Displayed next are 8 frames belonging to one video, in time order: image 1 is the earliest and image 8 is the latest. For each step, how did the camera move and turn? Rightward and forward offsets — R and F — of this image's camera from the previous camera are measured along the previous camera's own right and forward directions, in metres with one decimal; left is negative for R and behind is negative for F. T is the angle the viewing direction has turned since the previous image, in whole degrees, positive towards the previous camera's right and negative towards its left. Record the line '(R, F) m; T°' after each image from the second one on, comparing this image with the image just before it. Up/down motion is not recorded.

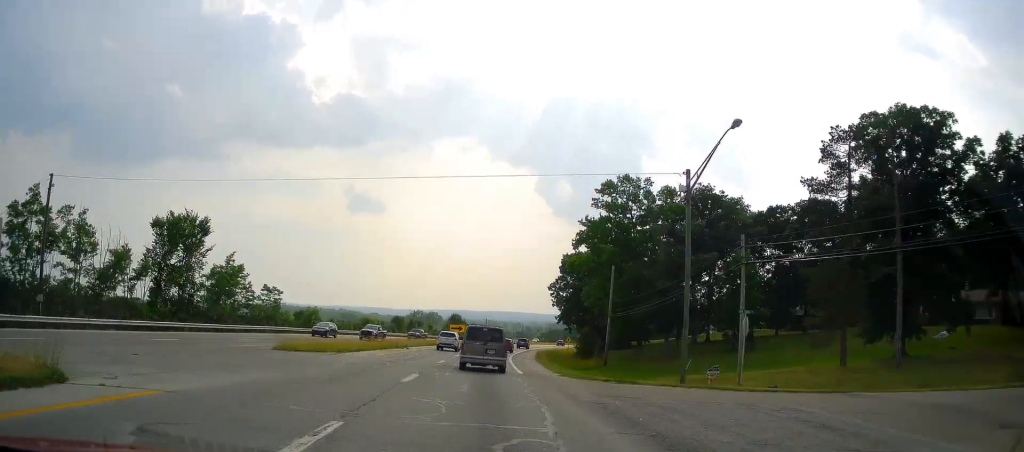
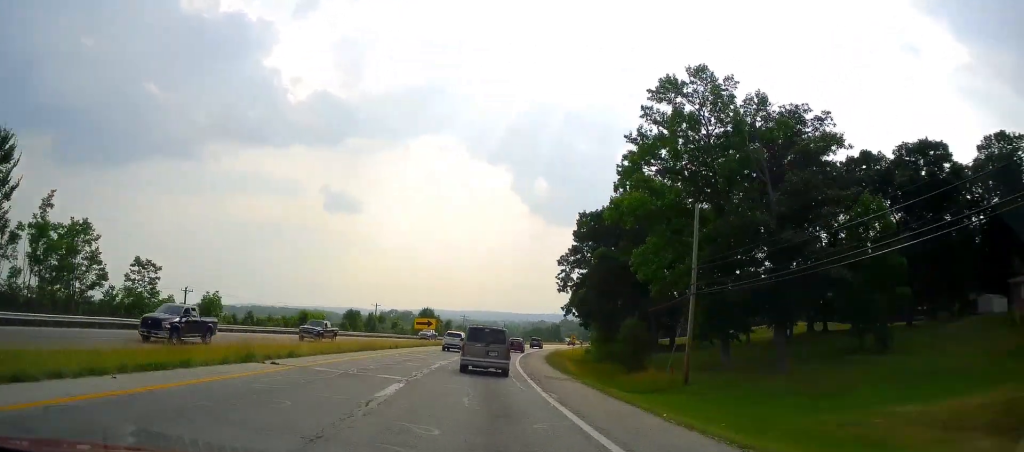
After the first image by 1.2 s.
(+0.9, +28.7) m; +2°
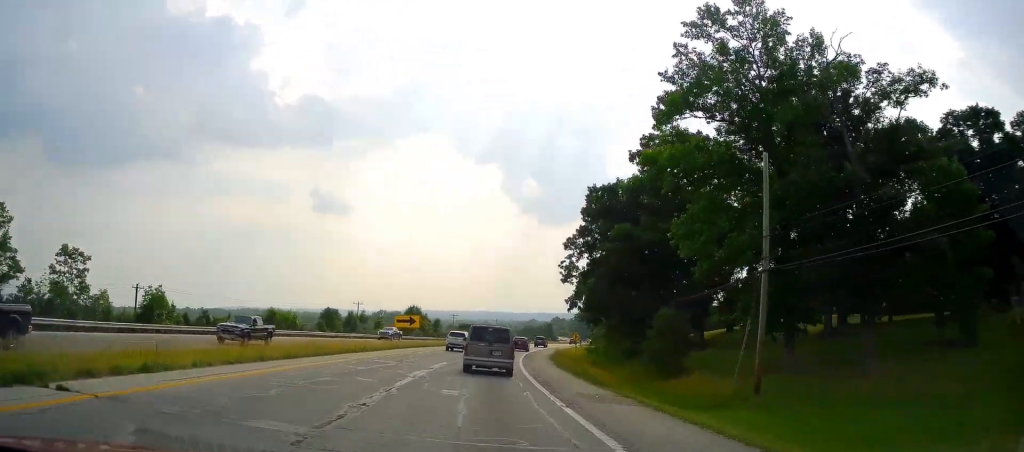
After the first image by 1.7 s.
(0.0, +10.1) m; +1°
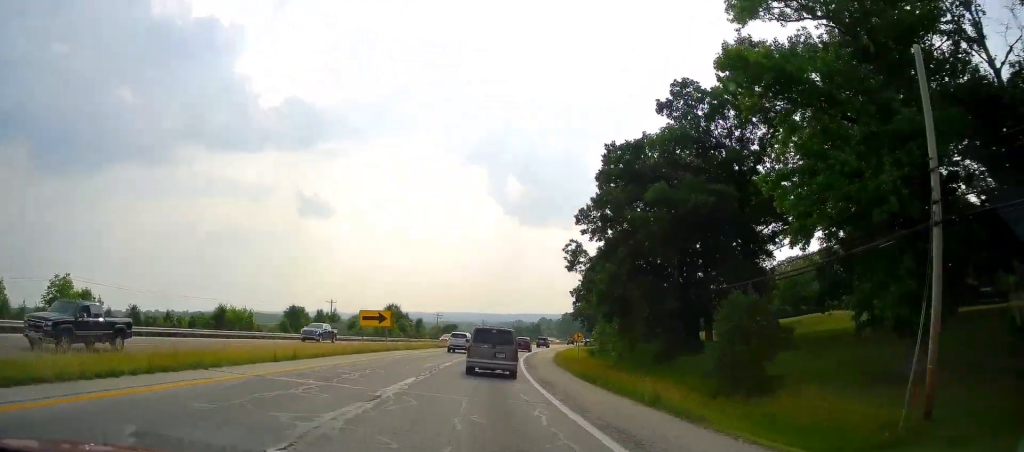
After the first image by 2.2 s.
(-0.3, +11.6) m; +1°
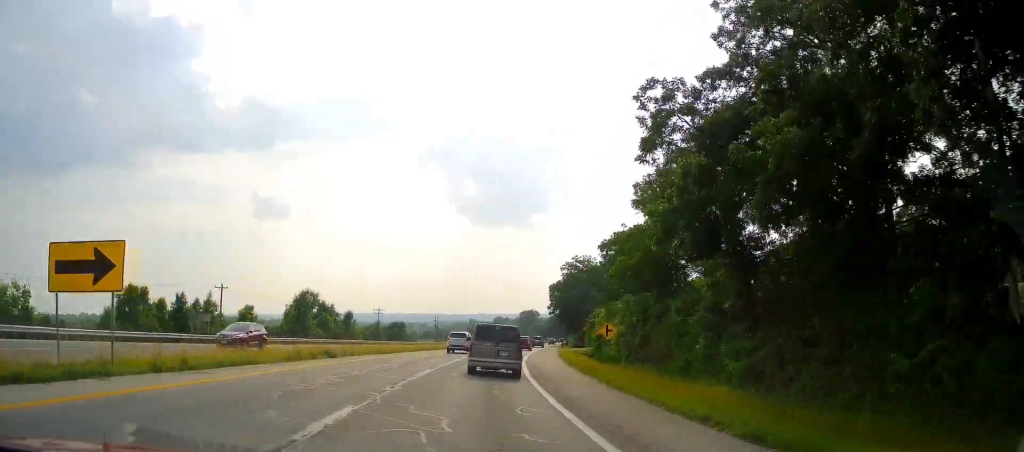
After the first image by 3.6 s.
(+1.4, +32.4) m; +4°
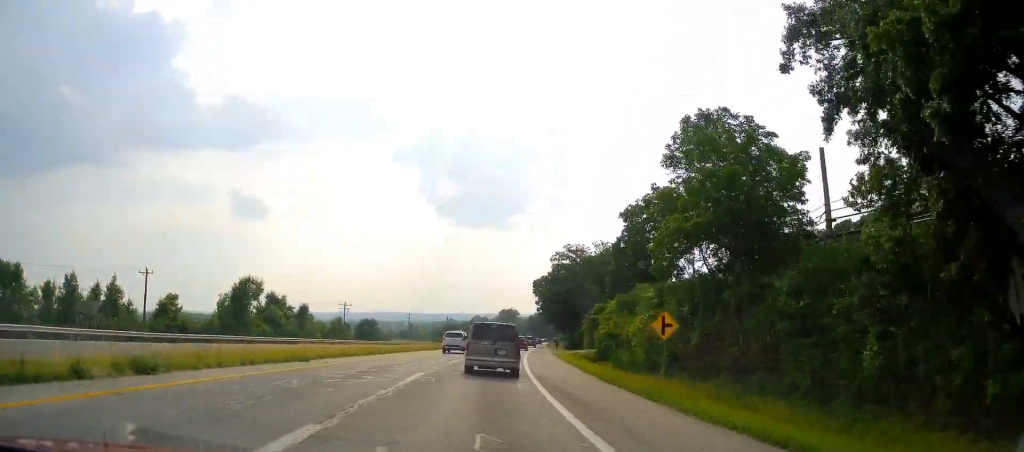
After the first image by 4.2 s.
(-0.2, +14.7) m; +2°
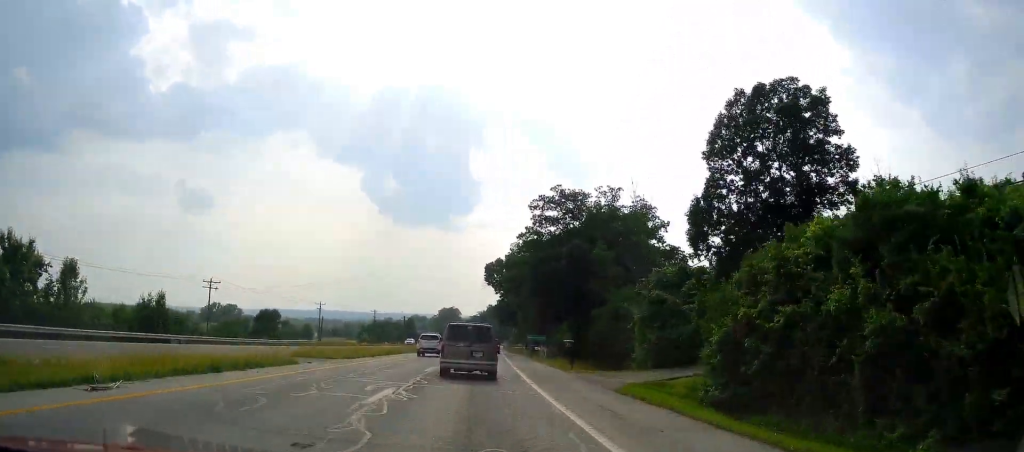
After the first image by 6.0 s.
(+2.8, +42.0) m; +5°
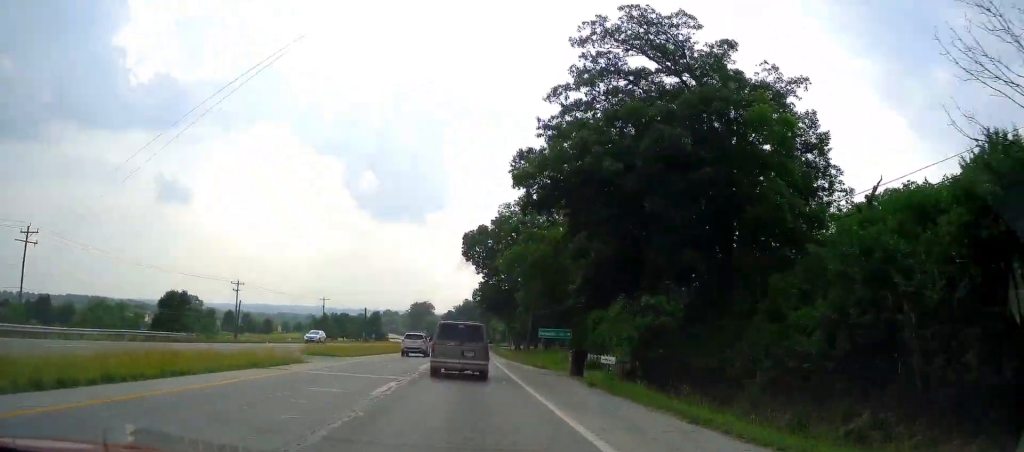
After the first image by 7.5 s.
(+0.5, +34.9) m; +2°
